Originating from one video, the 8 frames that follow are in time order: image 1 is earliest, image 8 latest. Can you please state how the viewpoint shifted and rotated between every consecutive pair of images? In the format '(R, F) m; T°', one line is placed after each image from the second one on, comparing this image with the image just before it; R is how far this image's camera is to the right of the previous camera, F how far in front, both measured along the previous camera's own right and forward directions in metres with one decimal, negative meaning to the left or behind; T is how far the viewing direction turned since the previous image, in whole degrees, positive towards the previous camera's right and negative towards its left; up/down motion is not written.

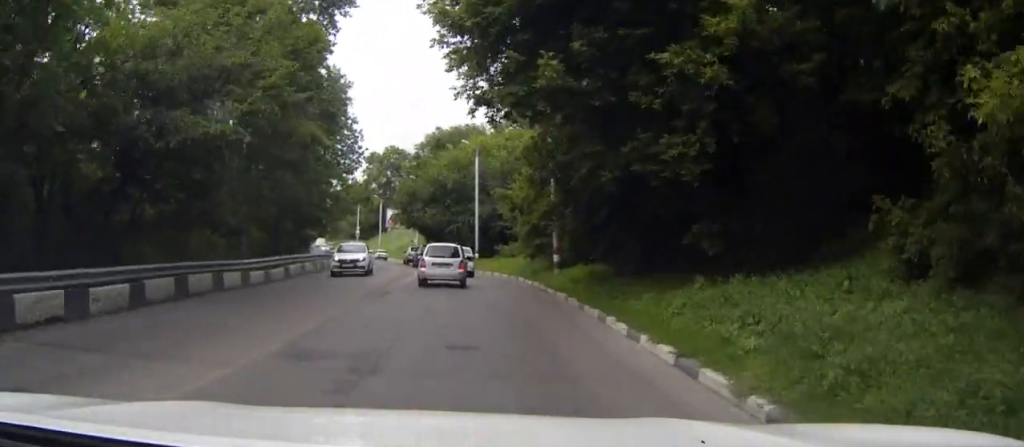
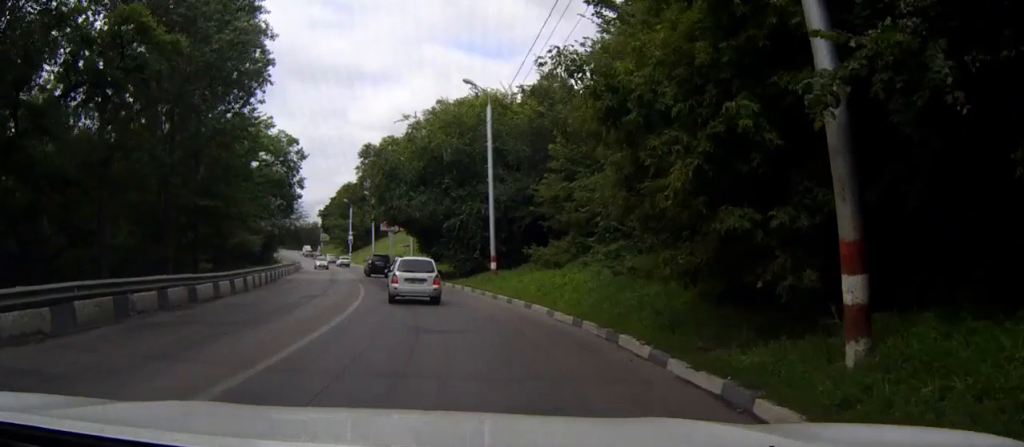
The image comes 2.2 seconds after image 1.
(-1.5, +24.4) m; -2°
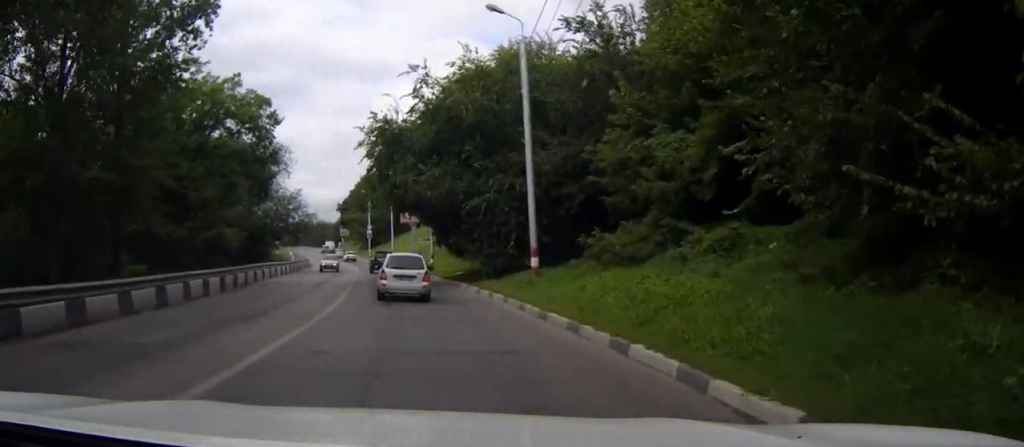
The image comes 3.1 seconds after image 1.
(+0.2, +10.9) m; 0°
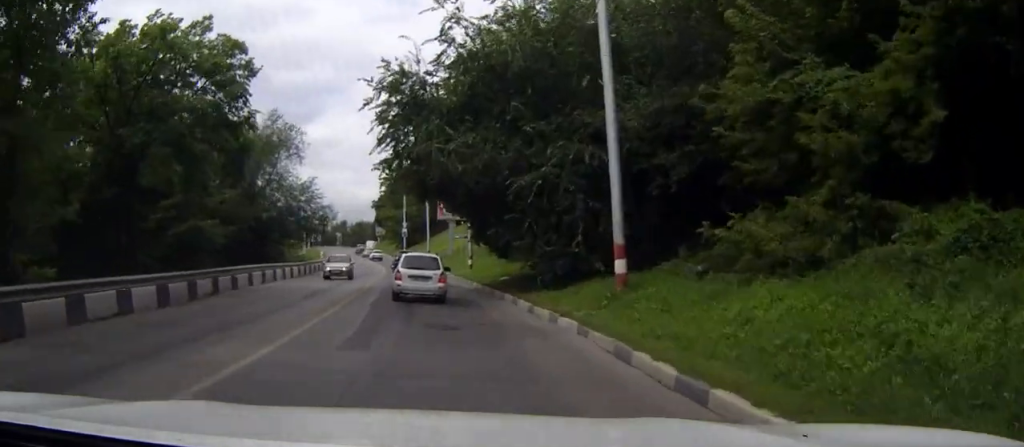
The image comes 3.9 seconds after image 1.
(-0.1, +9.2) m; -2°
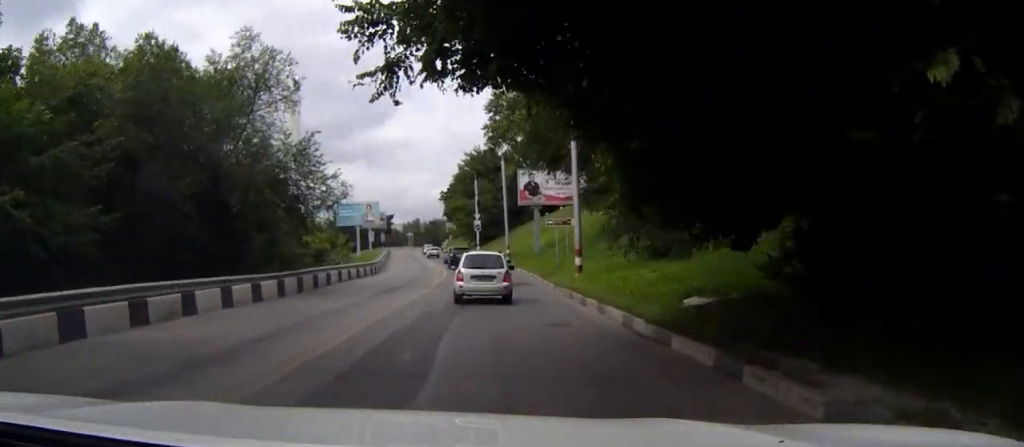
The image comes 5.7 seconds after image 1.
(-0.9, +20.4) m; -4°
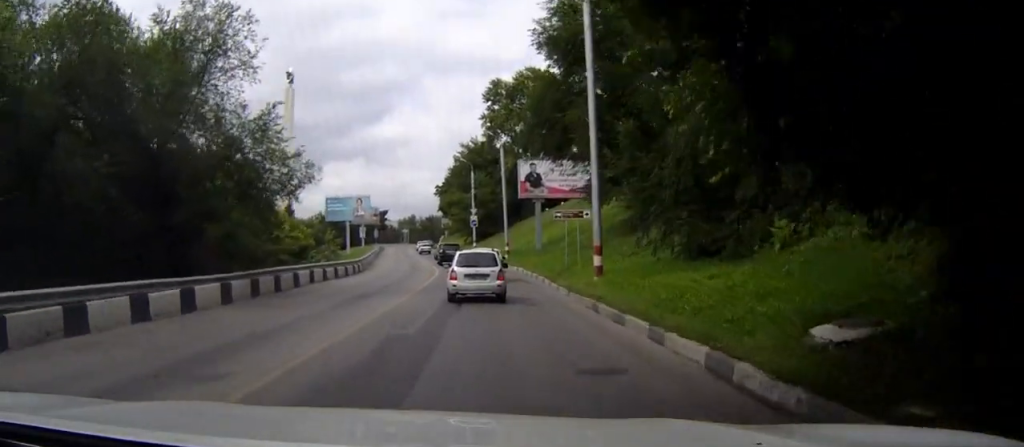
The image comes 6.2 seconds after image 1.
(-0.1, +5.9) m; 0°
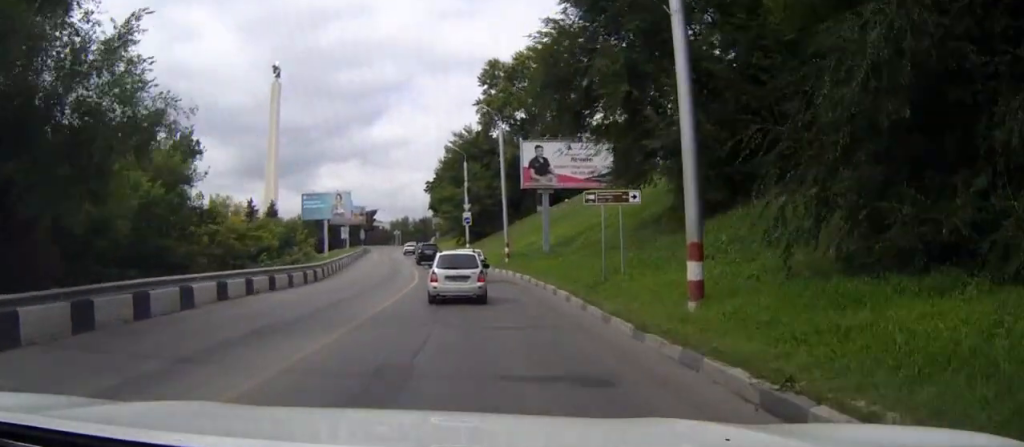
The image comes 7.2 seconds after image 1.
(+0.1, +11.5) m; 0°
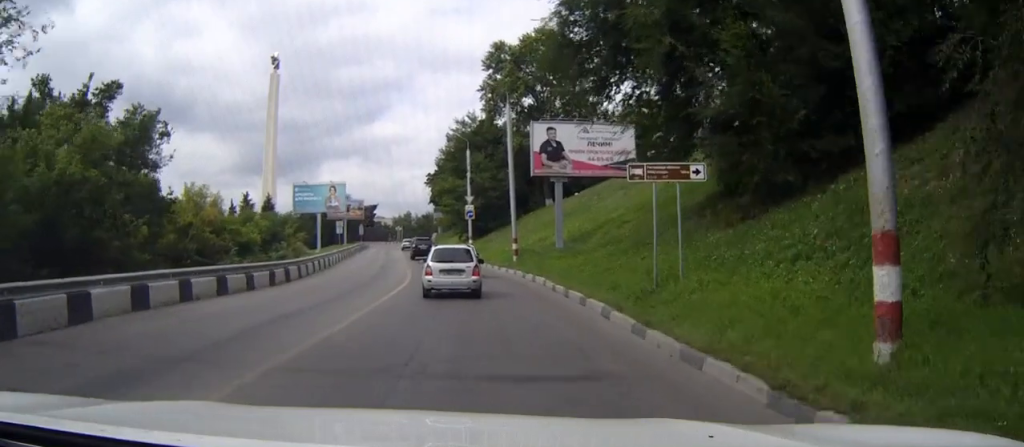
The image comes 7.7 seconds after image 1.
(0.0, +6.1) m; 0°
